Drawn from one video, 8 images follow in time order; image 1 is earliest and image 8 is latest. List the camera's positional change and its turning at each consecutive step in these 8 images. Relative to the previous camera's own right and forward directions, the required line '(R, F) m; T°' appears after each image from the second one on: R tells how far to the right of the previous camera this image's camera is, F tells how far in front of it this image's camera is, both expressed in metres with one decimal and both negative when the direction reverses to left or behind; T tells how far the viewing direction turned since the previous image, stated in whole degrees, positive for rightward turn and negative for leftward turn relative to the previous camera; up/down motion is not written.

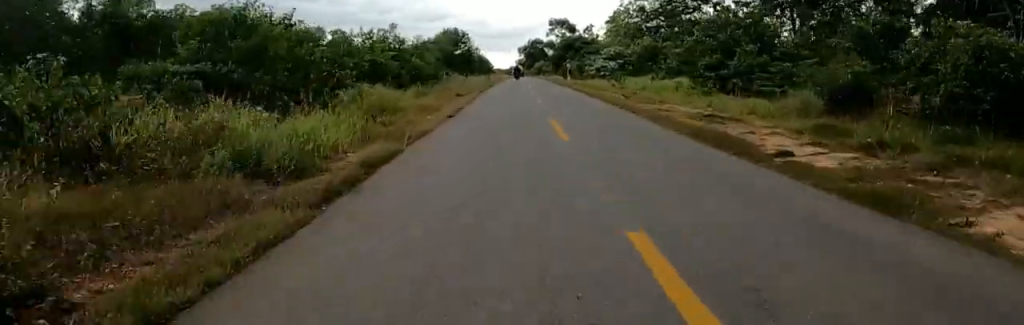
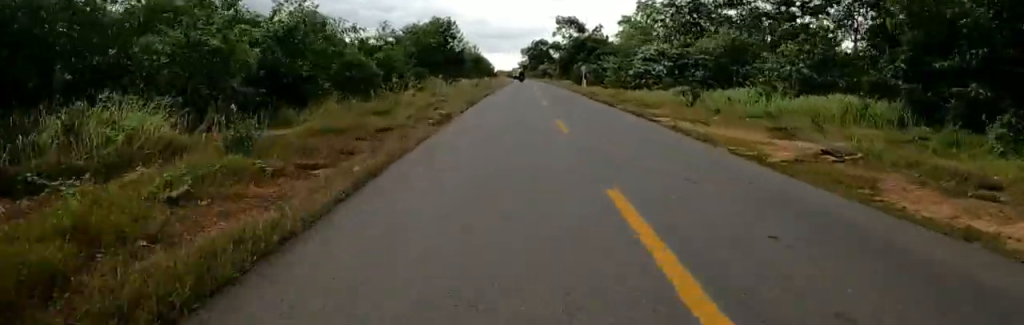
(+0.6, +15.6) m; 0°
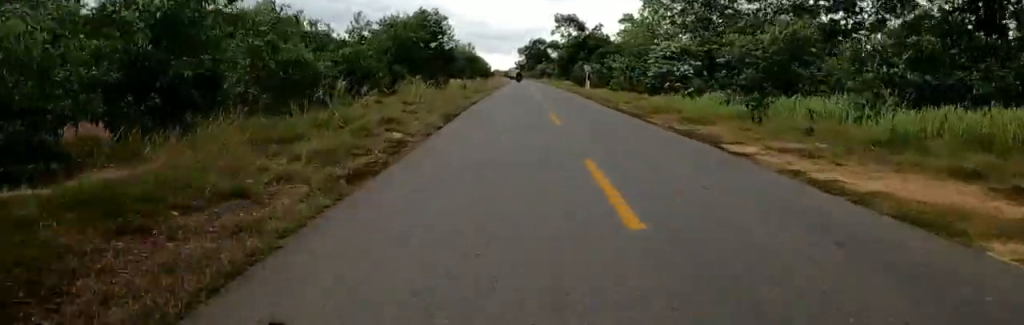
(-0.6, +6.8) m; 0°
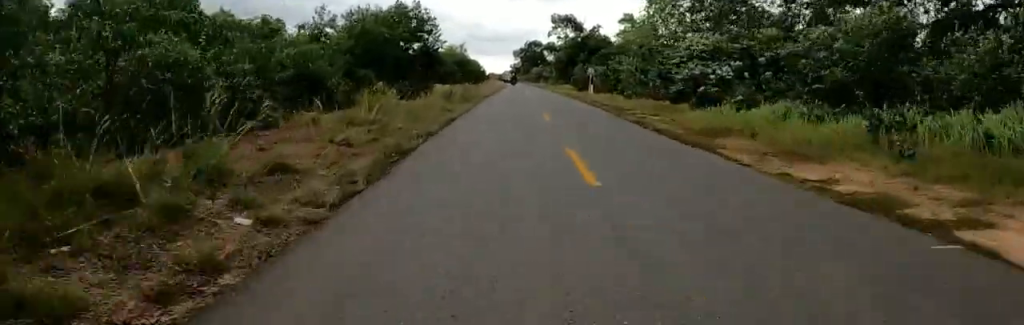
(+0.1, +5.8) m; 0°
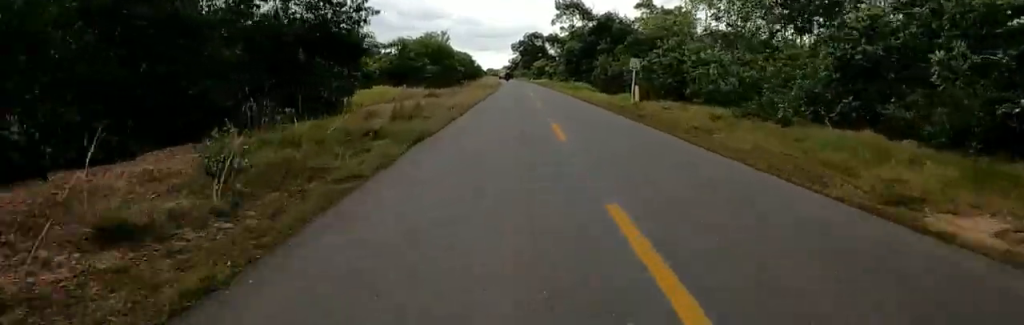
(-0.3, +20.1) m; -1°
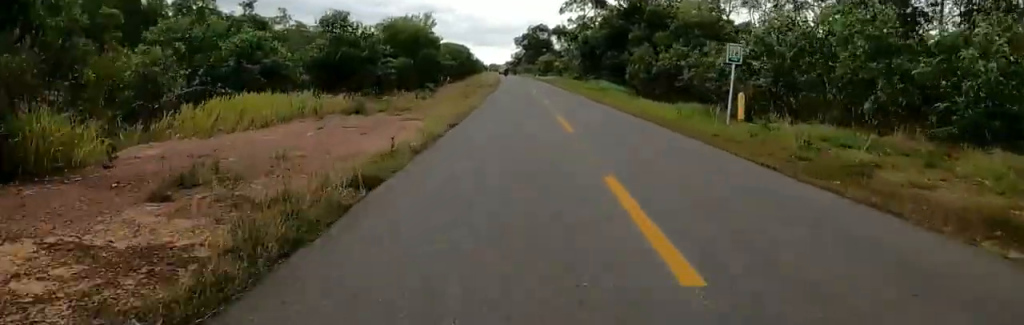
(+1.0, +15.1) m; +1°
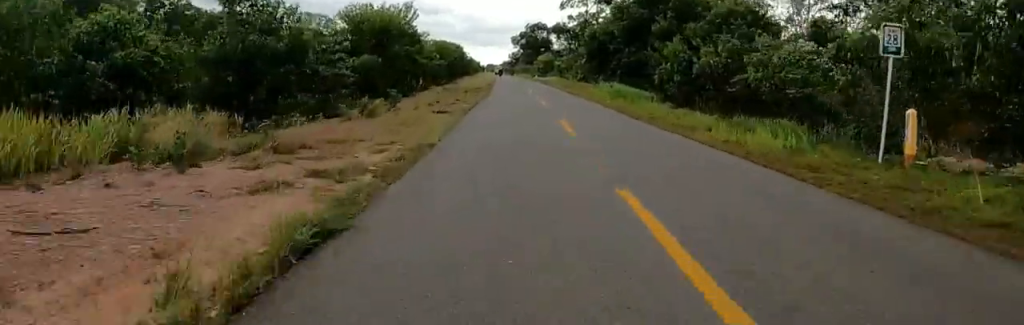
(-0.5, +8.4) m; 0°
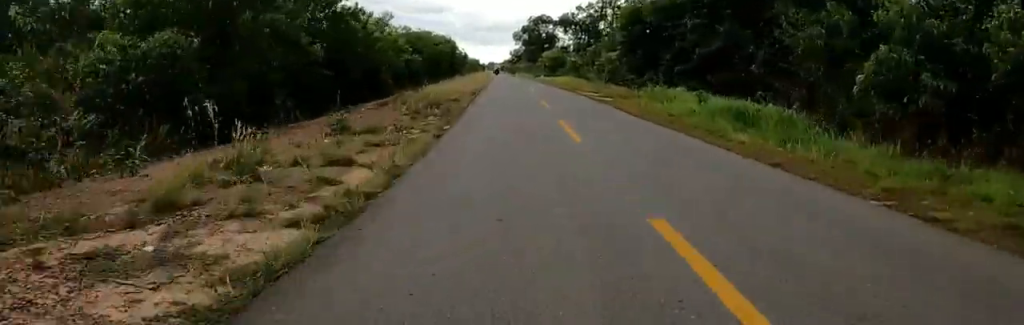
(+0.7, +18.4) m; 0°
